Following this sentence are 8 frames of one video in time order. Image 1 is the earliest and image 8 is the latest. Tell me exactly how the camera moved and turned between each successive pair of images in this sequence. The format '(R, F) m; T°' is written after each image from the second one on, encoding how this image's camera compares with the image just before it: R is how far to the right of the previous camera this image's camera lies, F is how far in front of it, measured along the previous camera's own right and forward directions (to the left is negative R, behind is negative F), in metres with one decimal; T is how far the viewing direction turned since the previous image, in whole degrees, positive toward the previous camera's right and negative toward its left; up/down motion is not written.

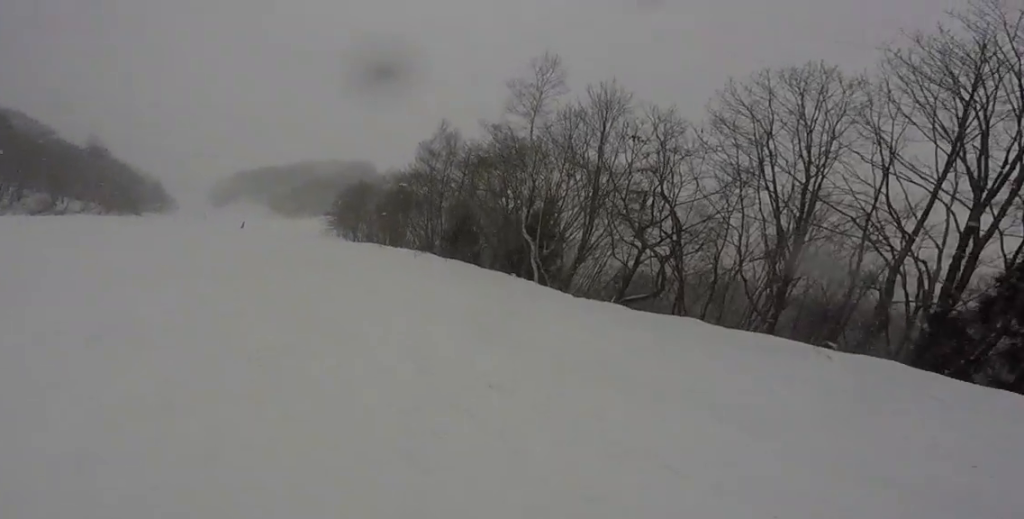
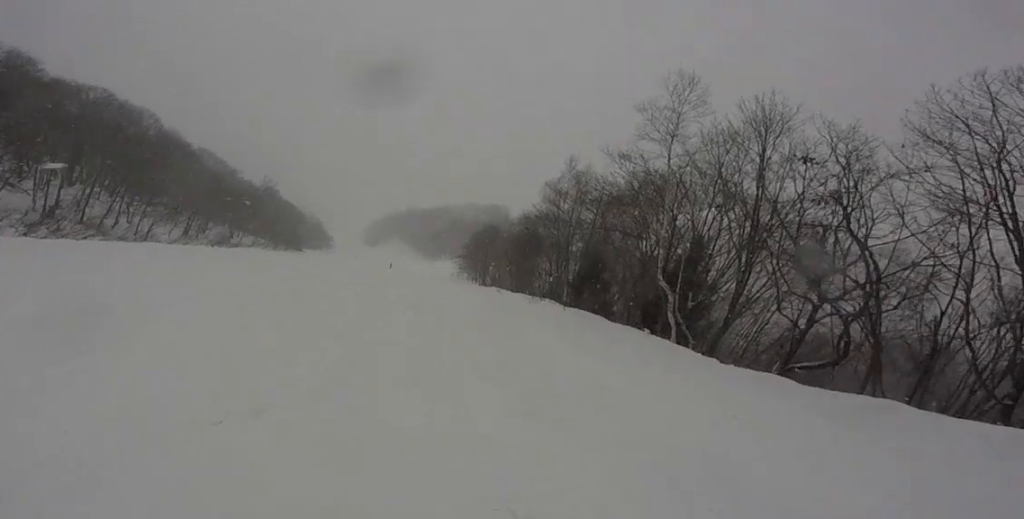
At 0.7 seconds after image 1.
(-0.8, +4.0) m; -16°
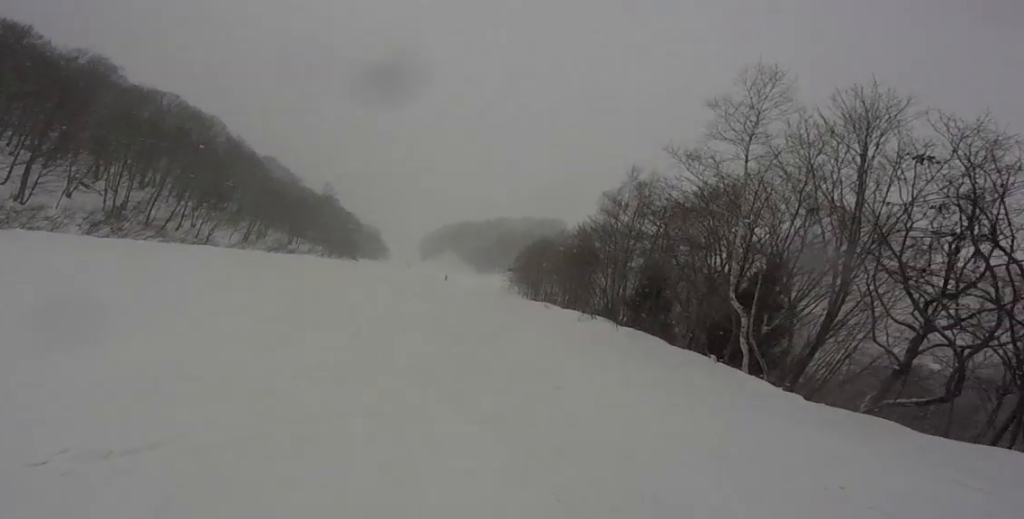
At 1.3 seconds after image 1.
(-0.2, +2.9) m; -9°
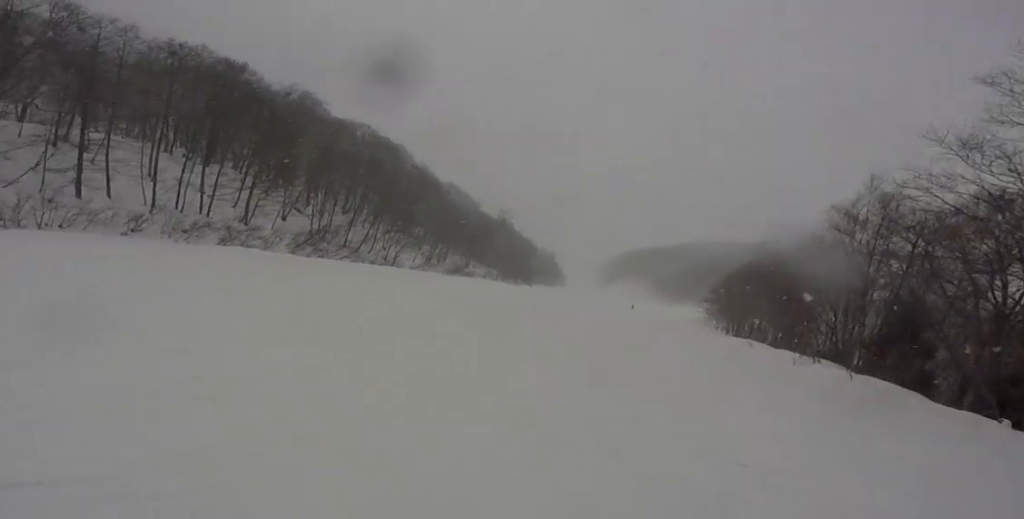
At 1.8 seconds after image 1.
(-0.3, +2.8) m; -6°
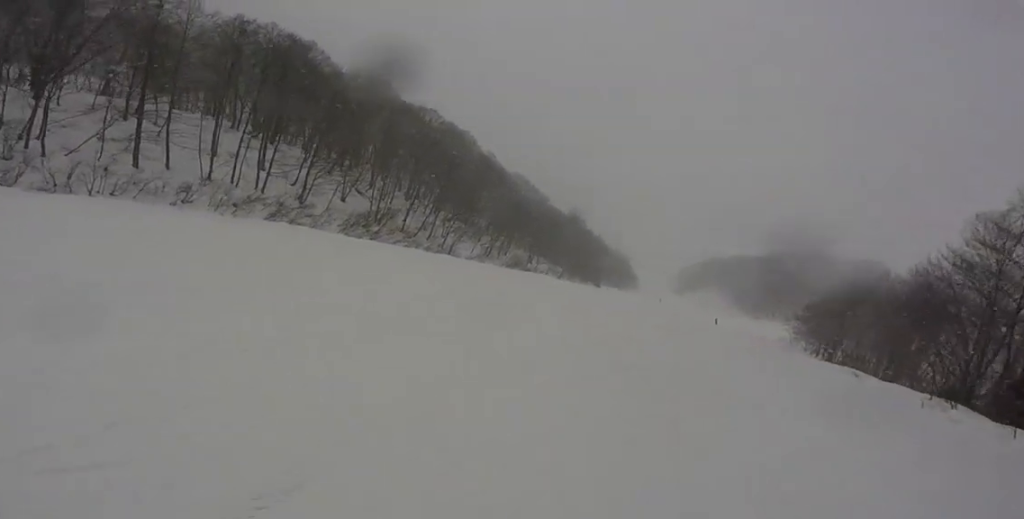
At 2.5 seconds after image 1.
(-0.3, +3.6) m; -7°
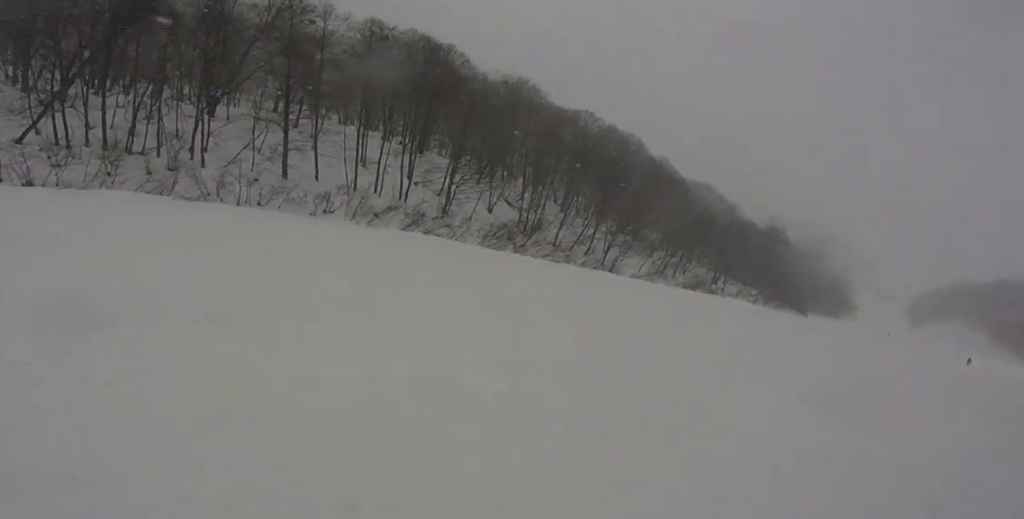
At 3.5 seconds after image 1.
(-0.4, +4.6) m; -7°
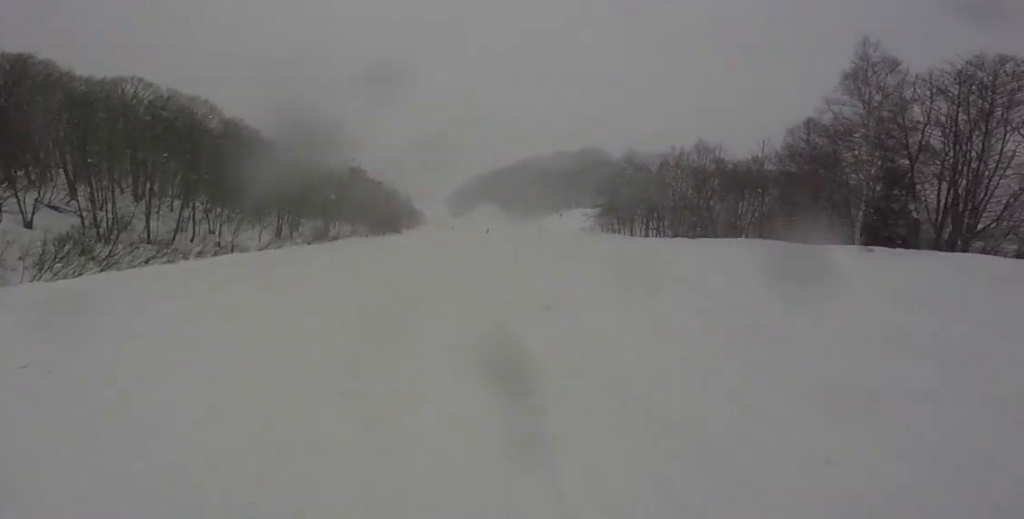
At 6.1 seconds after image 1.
(+1.5, +7.0) m; +49°
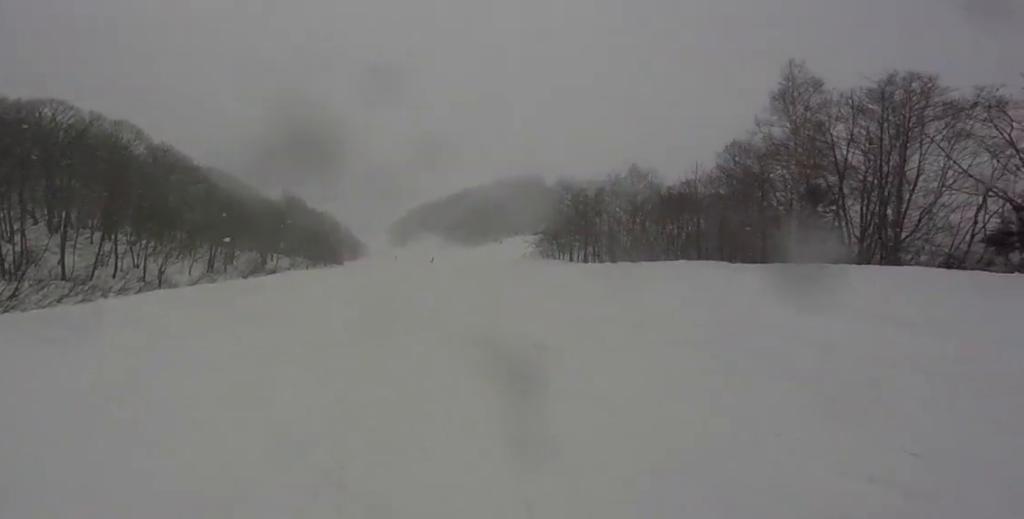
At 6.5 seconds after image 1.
(+0.2, +1.0) m; +12°
